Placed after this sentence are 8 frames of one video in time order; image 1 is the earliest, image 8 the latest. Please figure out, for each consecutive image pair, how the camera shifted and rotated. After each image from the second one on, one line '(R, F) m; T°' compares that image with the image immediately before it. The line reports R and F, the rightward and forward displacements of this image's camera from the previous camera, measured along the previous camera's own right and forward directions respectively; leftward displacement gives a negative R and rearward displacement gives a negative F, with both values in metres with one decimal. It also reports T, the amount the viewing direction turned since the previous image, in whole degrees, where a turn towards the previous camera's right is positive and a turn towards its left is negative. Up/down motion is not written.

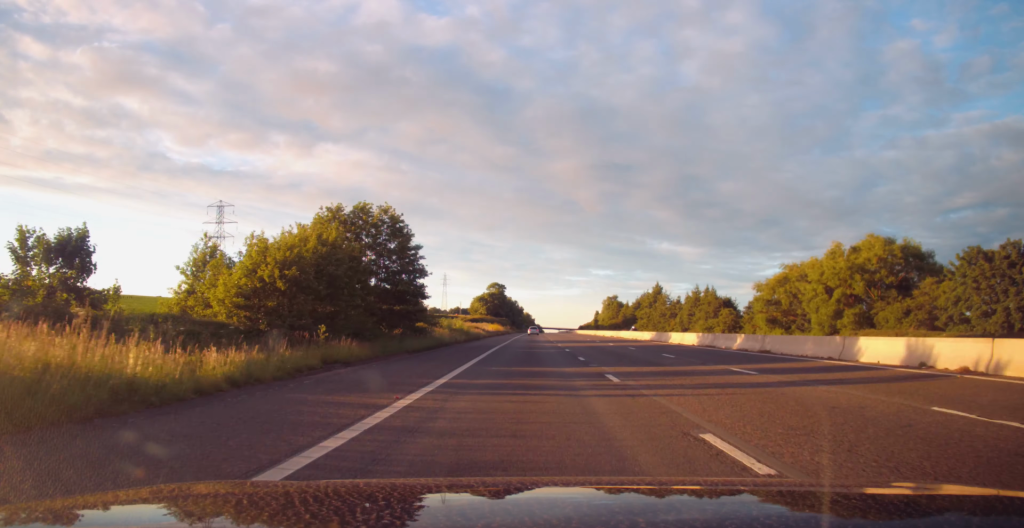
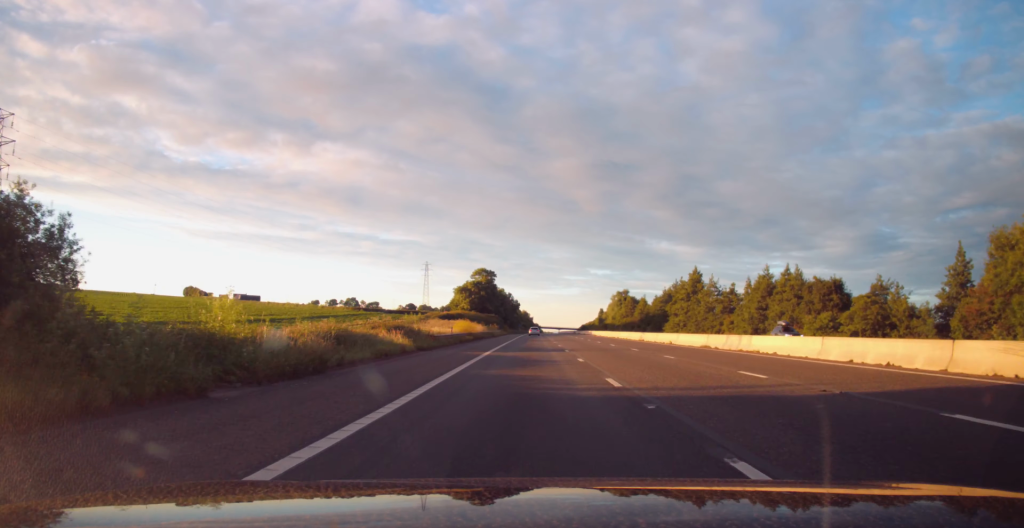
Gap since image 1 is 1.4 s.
(-0.2, +46.5) m; 0°
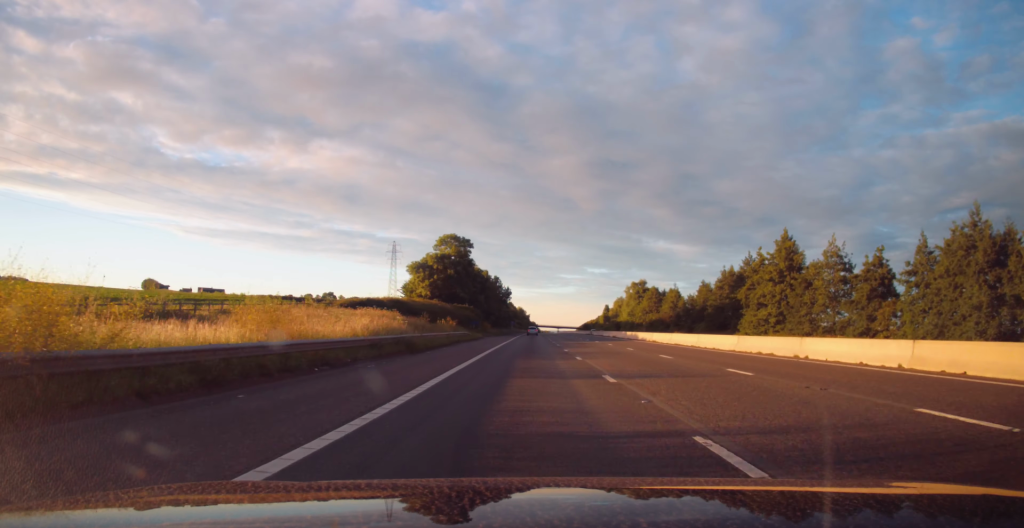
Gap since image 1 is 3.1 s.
(+0.4, +54.2) m; +1°
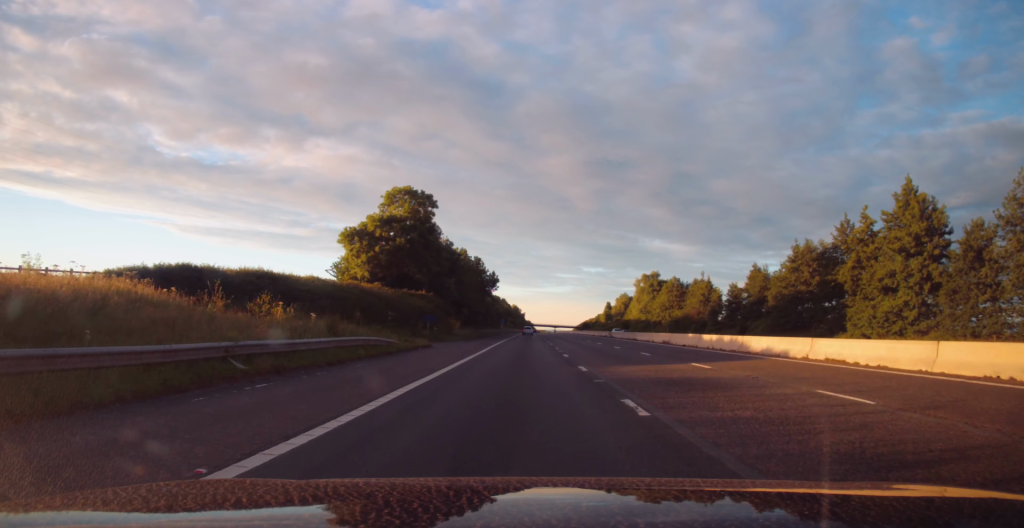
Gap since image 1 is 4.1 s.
(+0.1, +33.5) m; 0°
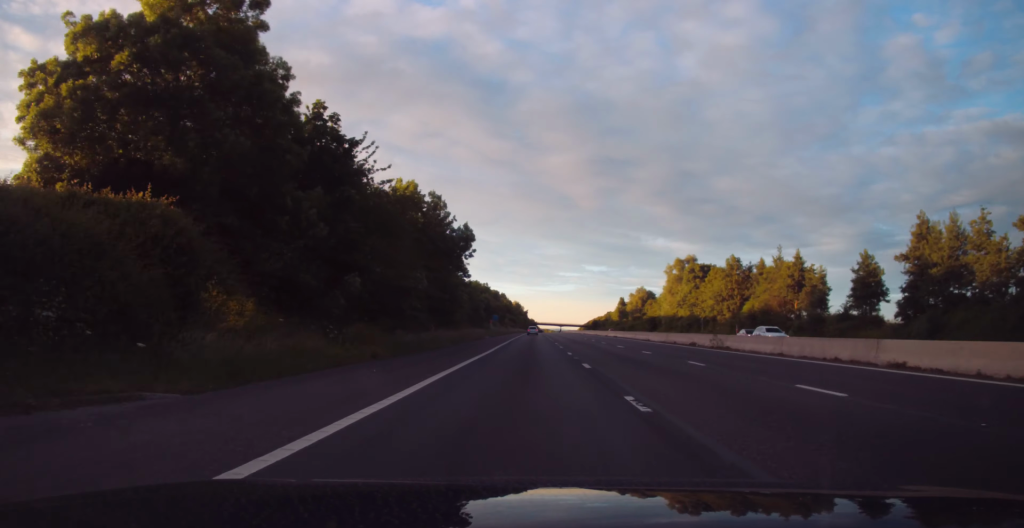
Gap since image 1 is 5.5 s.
(0.0, +44.3) m; 0°
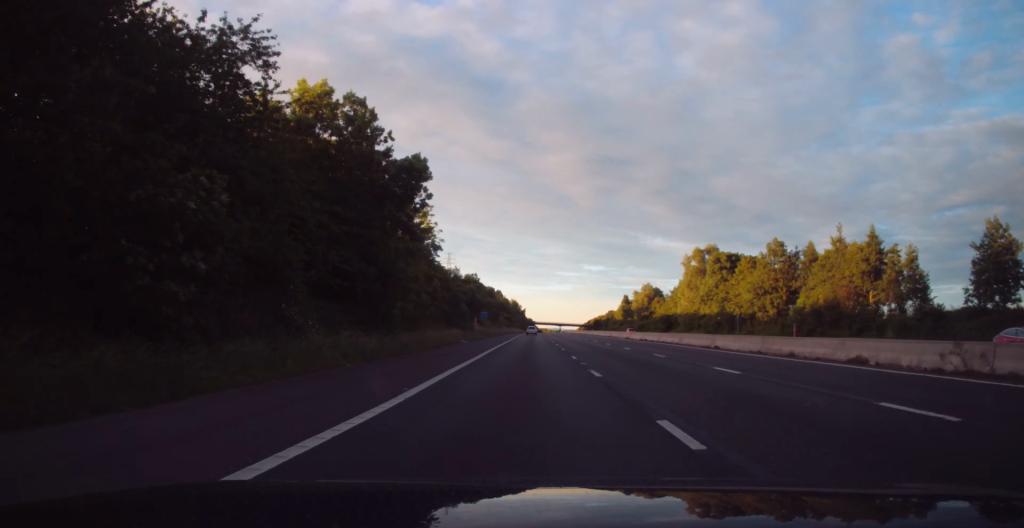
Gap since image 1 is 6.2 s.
(0.0, +21.6) m; 0°
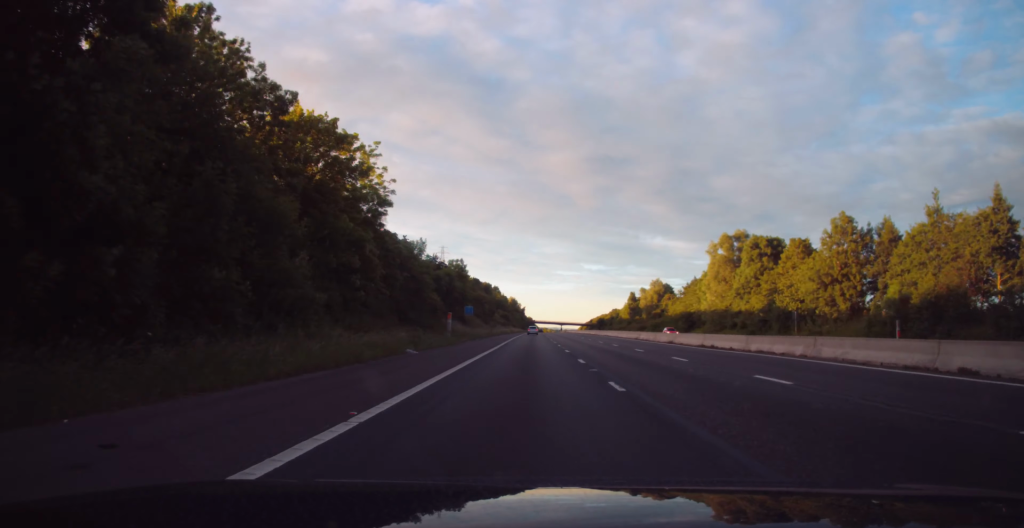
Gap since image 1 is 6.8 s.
(0.0, +21.6) m; 0°
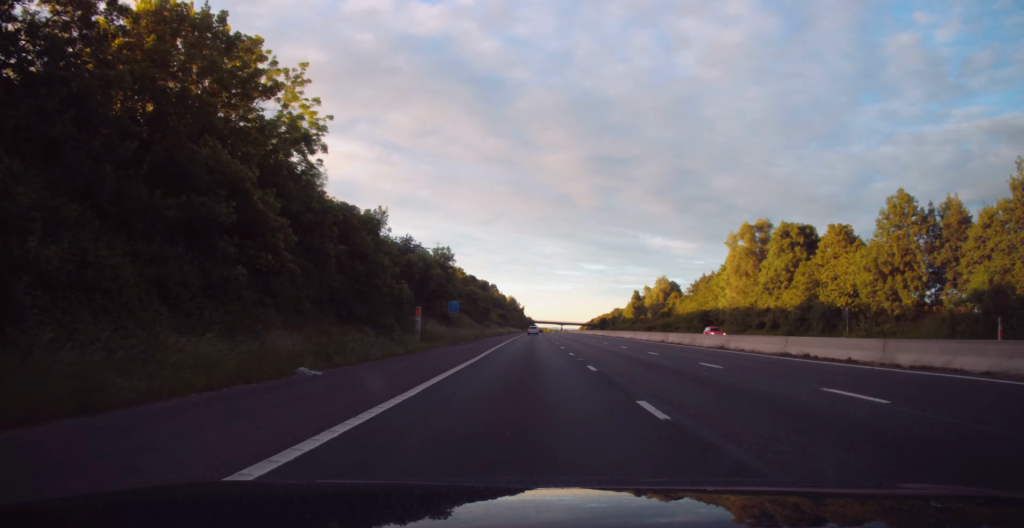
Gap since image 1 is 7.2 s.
(0.0, +13.0) m; 0°
